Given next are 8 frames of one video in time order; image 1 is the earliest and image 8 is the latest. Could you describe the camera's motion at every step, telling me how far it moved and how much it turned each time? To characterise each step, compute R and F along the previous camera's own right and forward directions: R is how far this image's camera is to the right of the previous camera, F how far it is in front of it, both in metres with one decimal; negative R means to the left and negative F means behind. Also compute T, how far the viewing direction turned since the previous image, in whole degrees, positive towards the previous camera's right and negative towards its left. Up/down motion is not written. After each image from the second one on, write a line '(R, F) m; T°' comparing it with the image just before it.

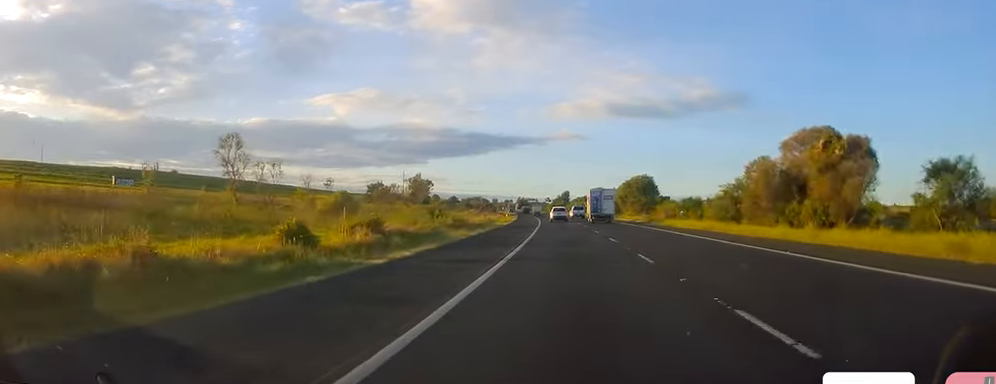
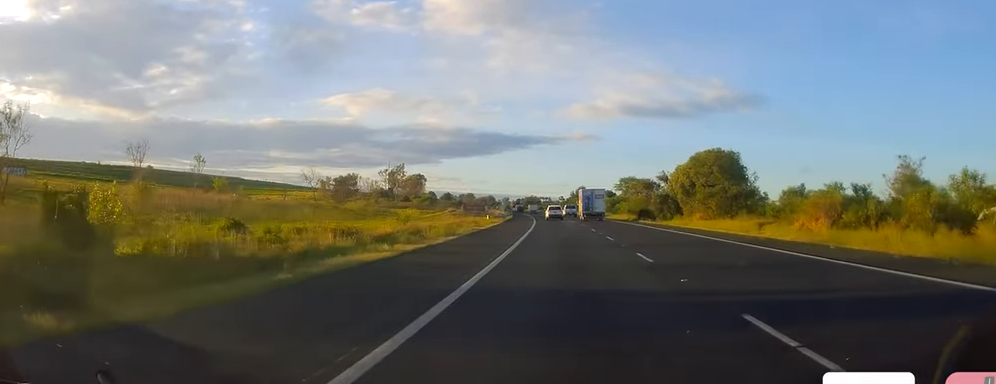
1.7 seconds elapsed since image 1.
(-1.3, +47.9) m; -3°
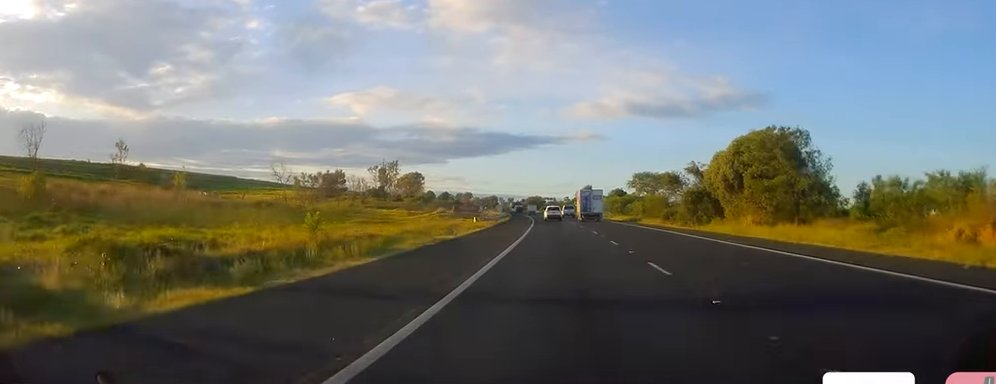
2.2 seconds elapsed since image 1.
(-0.2, +15.1) m; 0°
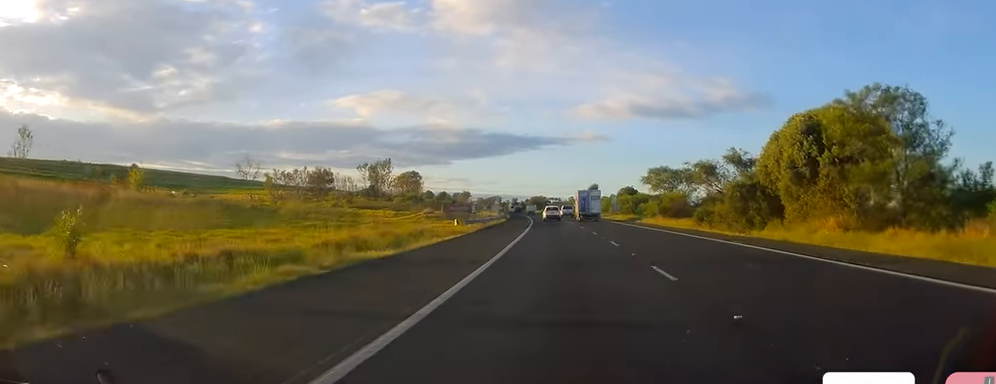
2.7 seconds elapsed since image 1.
(-0.3, +13.2) m; 0°
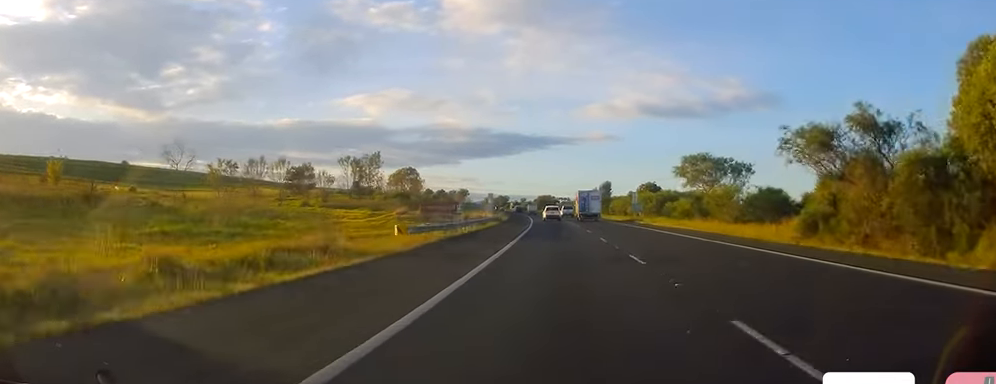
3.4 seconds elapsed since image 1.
(+0.2, +20.0) m; 0°
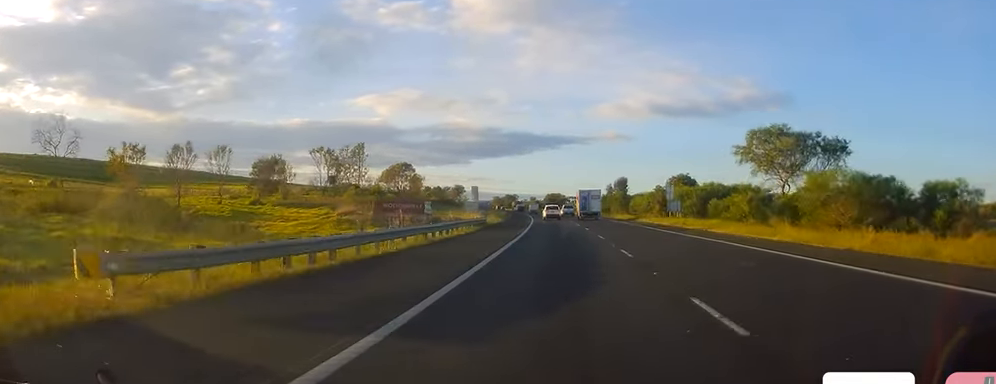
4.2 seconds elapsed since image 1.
(+0.3, +21.9) m; -1°
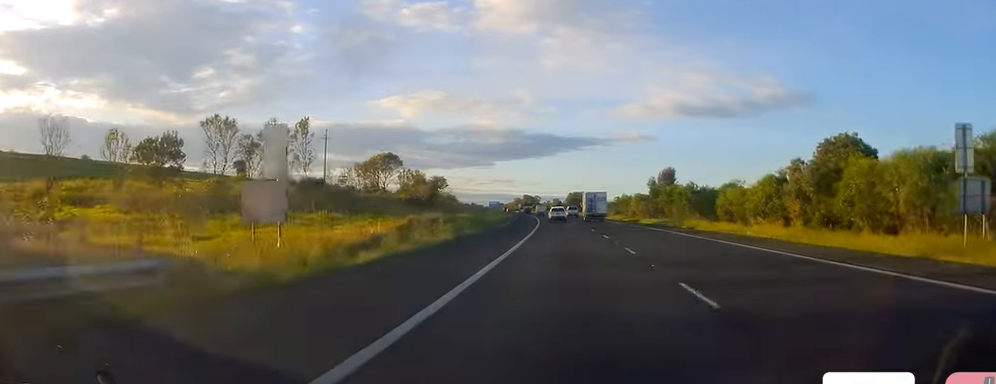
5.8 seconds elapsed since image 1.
(-2.3, +45.3) m; -3°
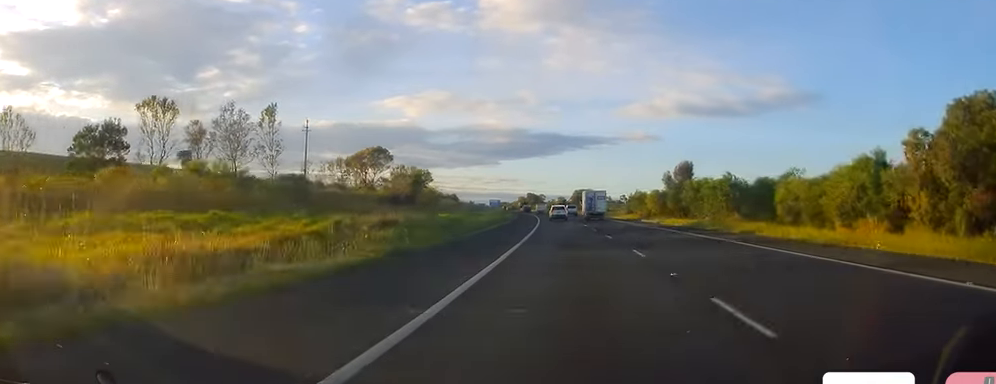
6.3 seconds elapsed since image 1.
(+0.1, +14.2) m; 0°
